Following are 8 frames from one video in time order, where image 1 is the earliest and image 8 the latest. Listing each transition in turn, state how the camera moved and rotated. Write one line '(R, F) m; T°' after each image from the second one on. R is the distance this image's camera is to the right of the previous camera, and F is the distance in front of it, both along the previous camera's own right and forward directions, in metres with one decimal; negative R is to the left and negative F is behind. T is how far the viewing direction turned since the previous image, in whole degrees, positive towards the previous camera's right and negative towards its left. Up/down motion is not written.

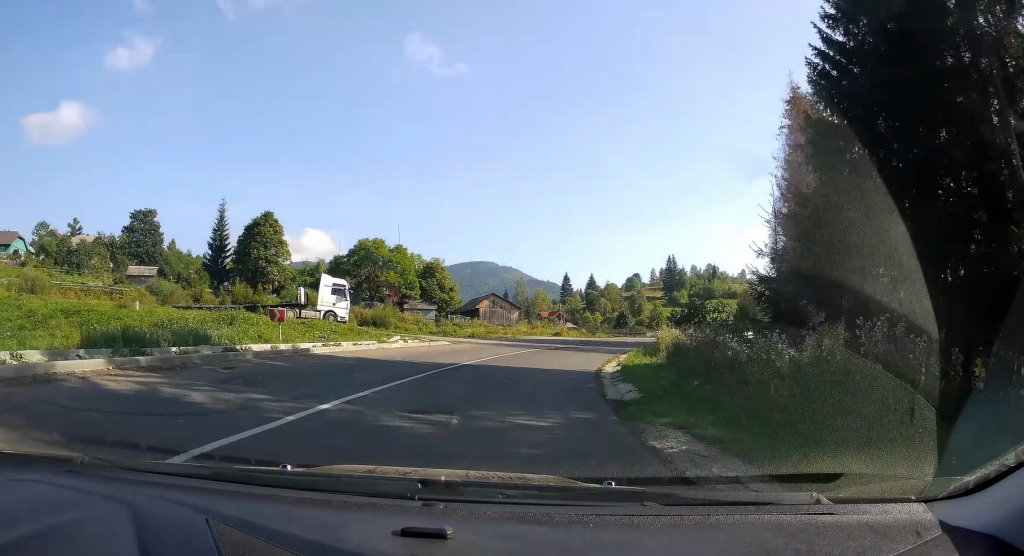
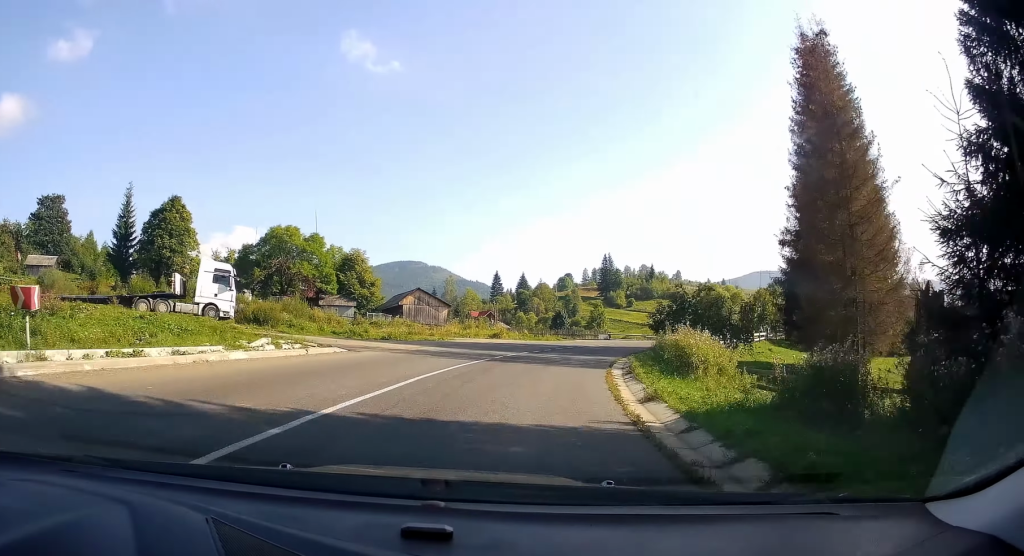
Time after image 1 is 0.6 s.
(+0.6, +10.4) m; +6°
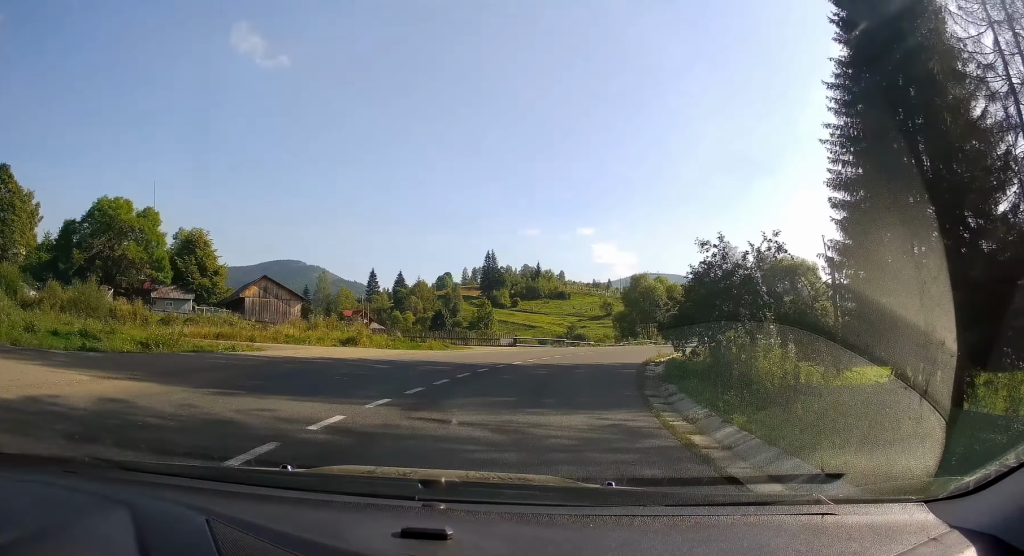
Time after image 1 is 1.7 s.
(+1.5, +17.2) m; +11°
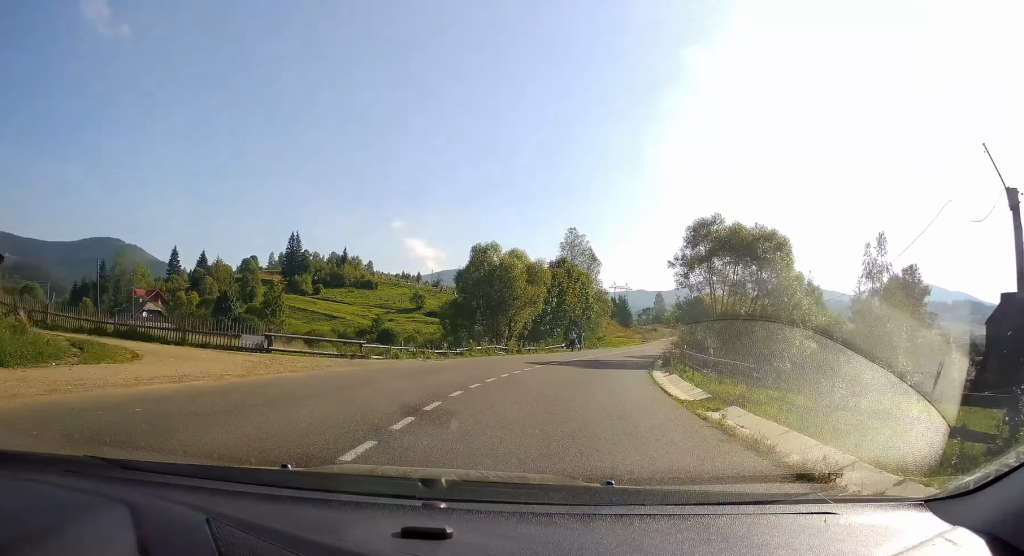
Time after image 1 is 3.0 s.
(+3.2, +21.9) m; +26°
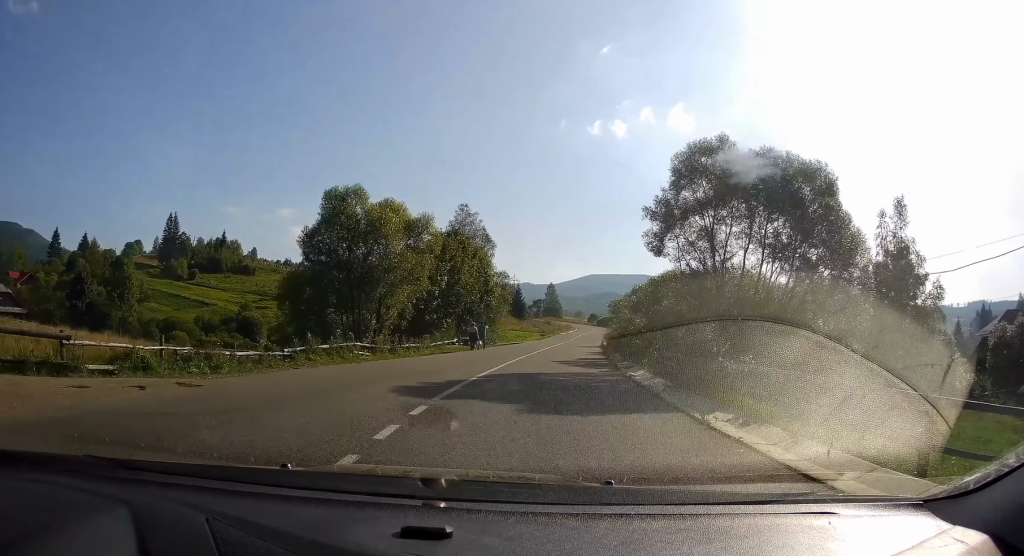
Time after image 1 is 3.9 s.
(+3.3, +13.0) m; +15°
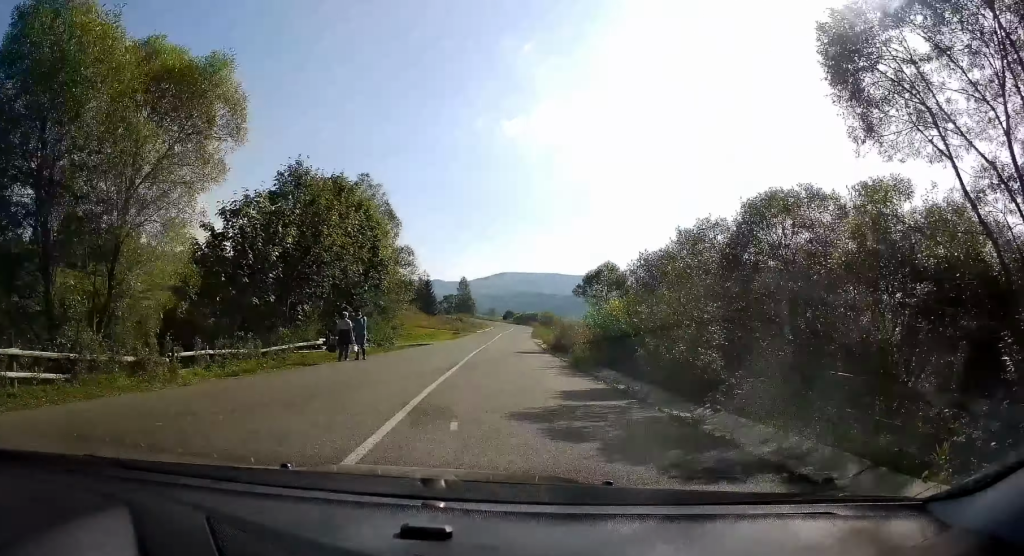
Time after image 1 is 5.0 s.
(+1.0, +16.9) m; +5°
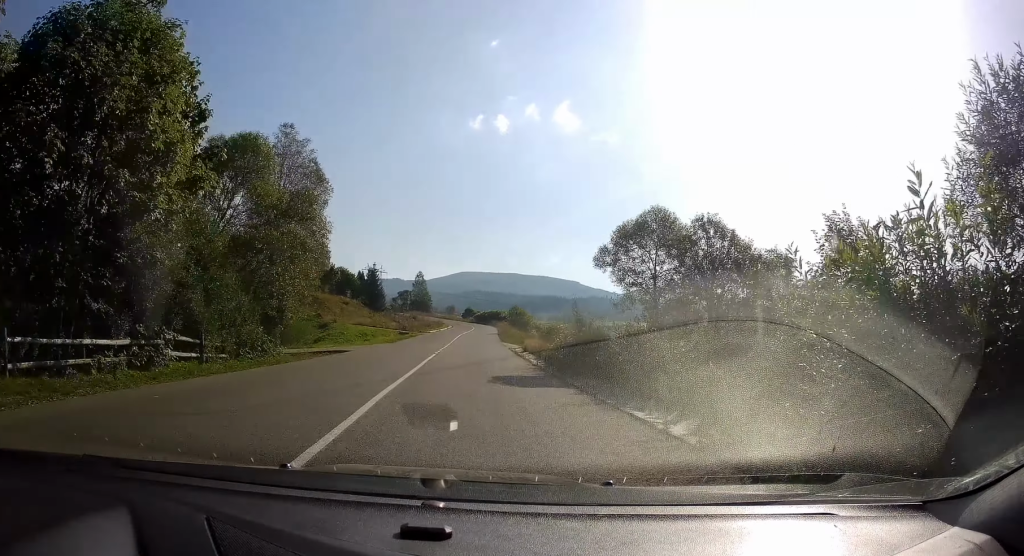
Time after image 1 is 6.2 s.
(+0.5, +18.1) m; +1°
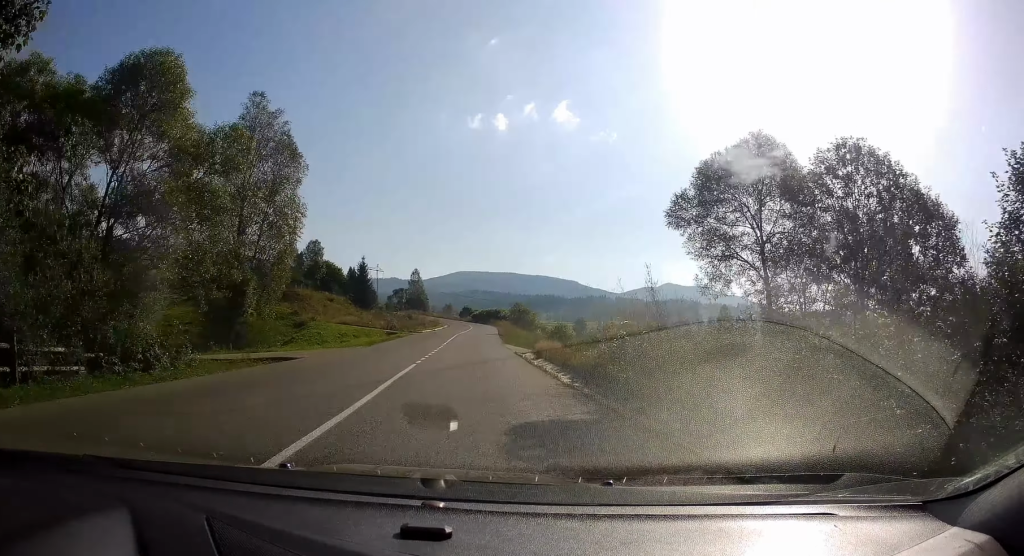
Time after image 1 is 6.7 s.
(-0.2, +8.5) m; 0°
